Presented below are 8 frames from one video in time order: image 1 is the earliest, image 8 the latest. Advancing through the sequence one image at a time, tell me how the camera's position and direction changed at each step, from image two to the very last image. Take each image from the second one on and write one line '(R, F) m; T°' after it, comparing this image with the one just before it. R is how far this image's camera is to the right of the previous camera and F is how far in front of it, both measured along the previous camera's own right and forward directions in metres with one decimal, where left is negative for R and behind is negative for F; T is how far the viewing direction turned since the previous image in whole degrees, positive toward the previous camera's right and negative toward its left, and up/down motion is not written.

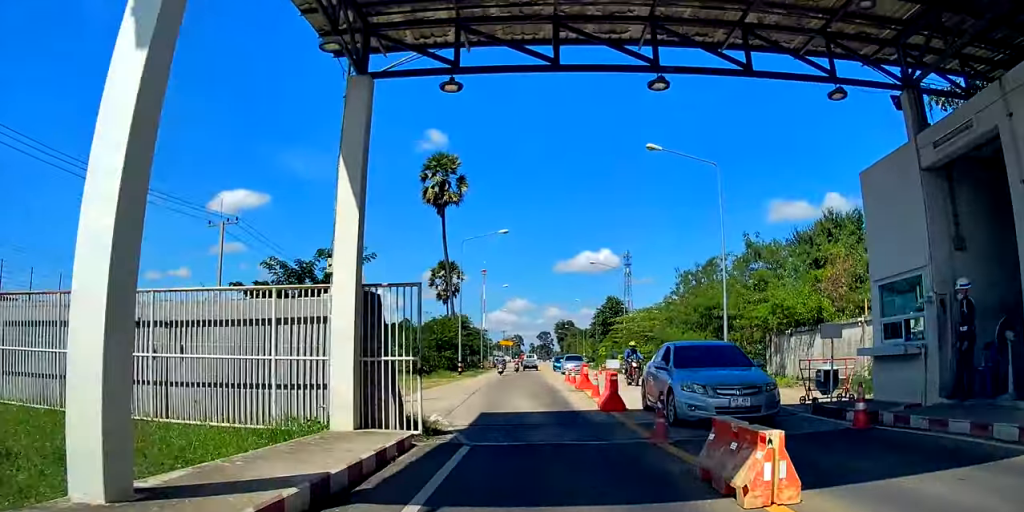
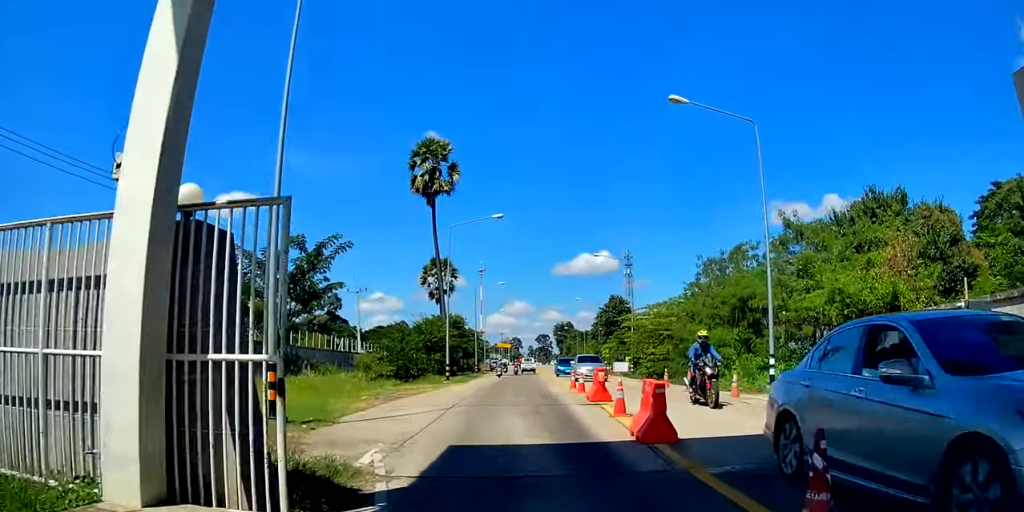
(-0.5, +5.3) m; -2°
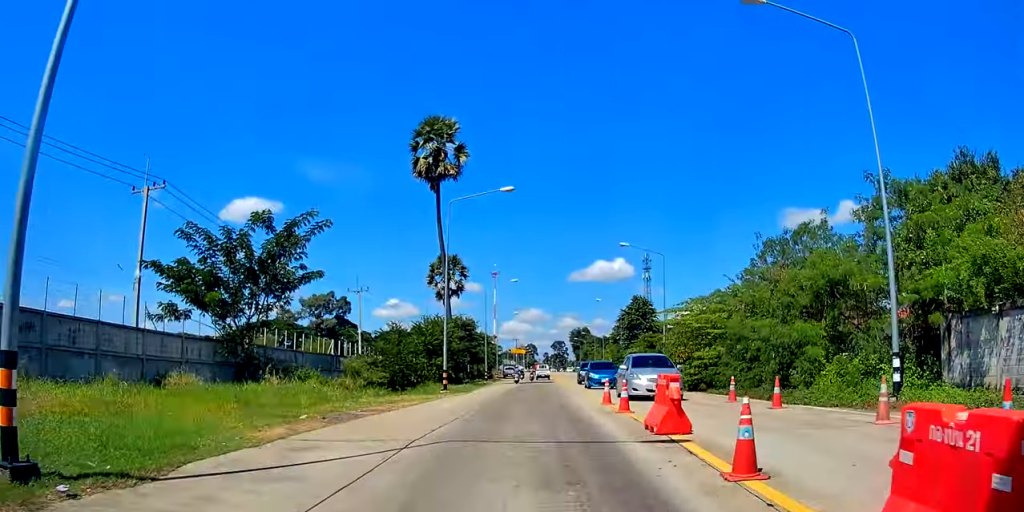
(+0.2, +6.8) m; +3°
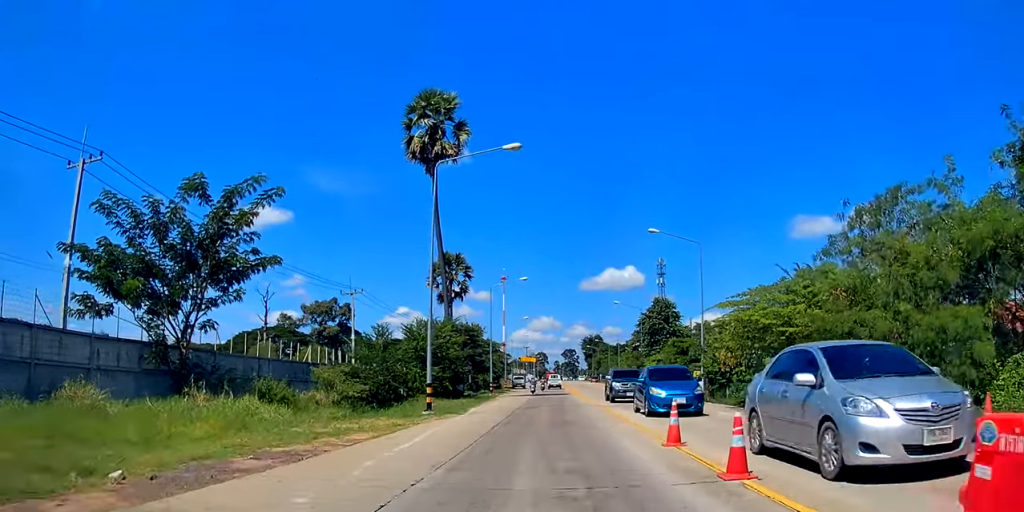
(+0.2, +7.6) m; -3°
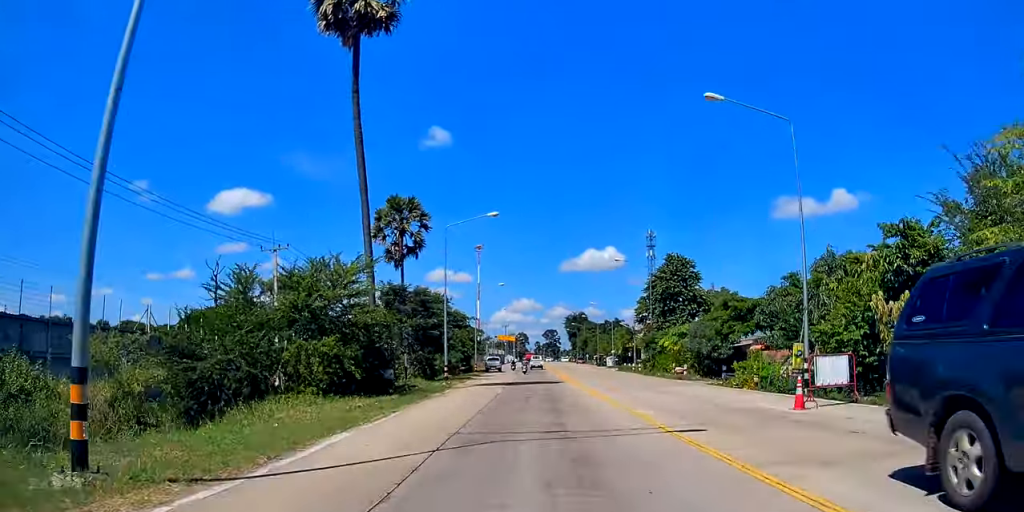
(-0.8, +16.3) m; -3°
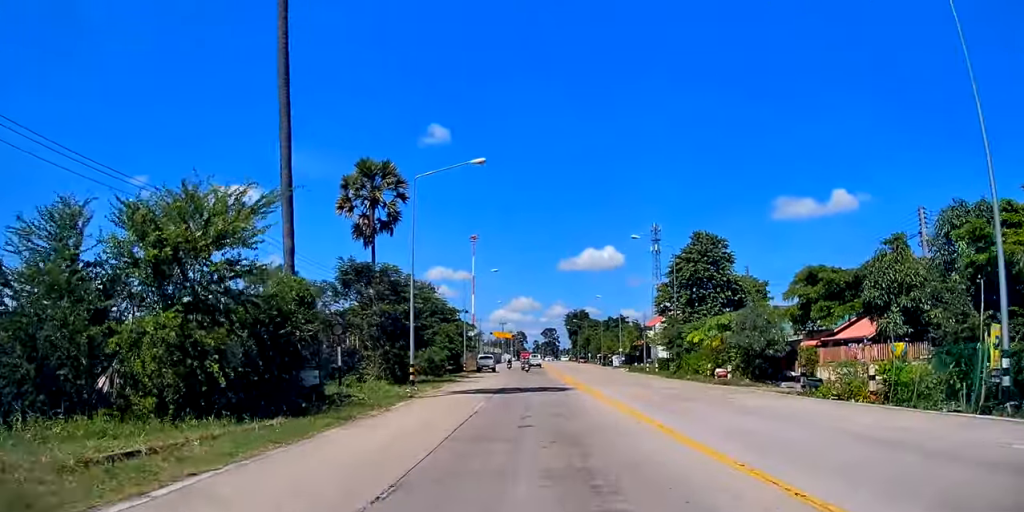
(-0.2, +9.3) m; 0°
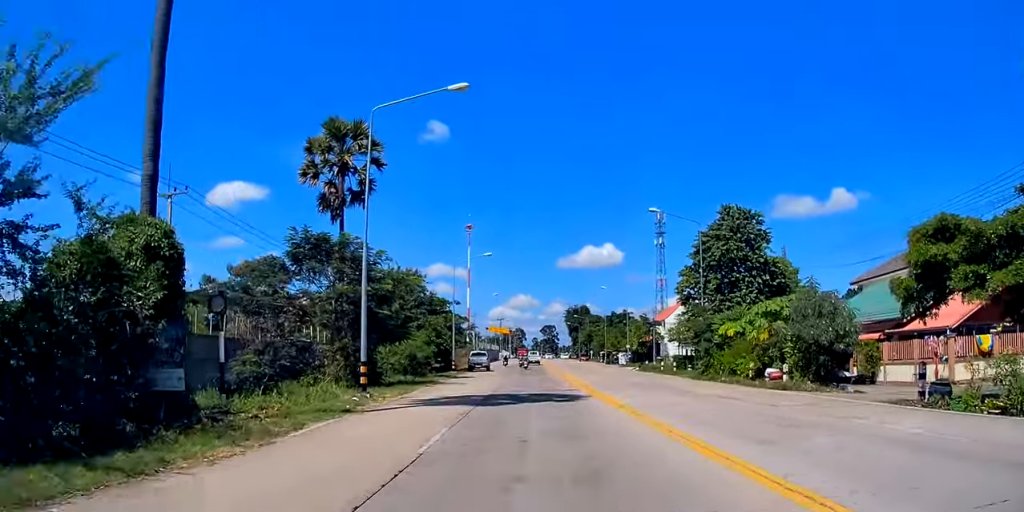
(0.0, +6.8) m; 0°
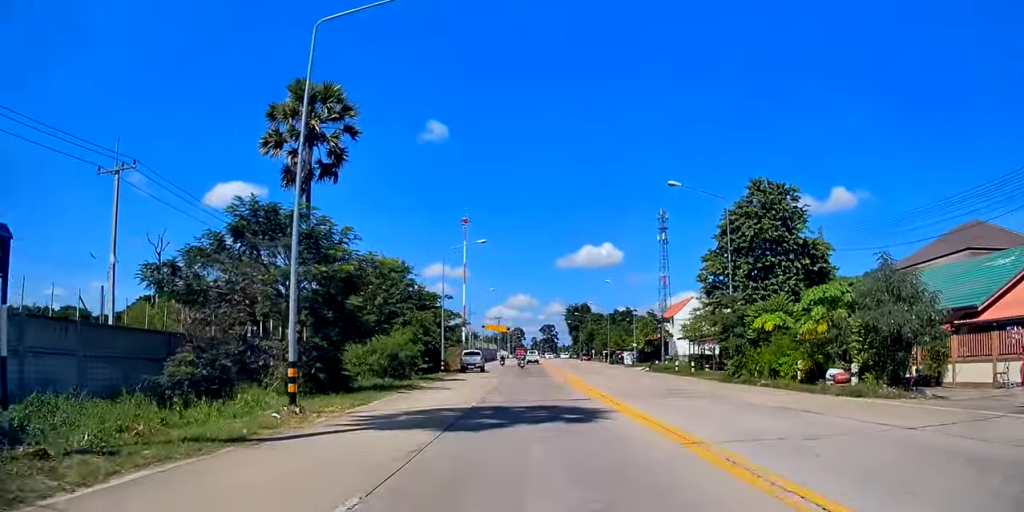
(+0.4, +5.1) m; 0°
